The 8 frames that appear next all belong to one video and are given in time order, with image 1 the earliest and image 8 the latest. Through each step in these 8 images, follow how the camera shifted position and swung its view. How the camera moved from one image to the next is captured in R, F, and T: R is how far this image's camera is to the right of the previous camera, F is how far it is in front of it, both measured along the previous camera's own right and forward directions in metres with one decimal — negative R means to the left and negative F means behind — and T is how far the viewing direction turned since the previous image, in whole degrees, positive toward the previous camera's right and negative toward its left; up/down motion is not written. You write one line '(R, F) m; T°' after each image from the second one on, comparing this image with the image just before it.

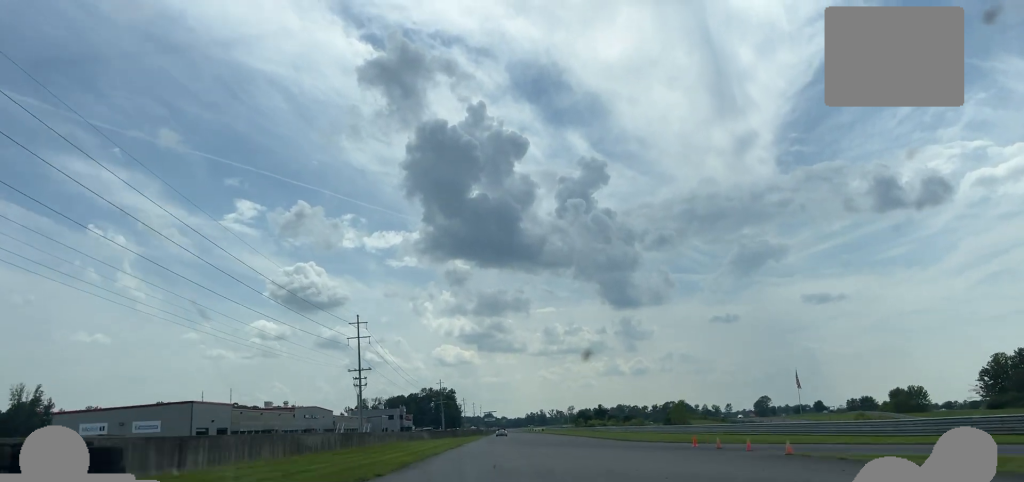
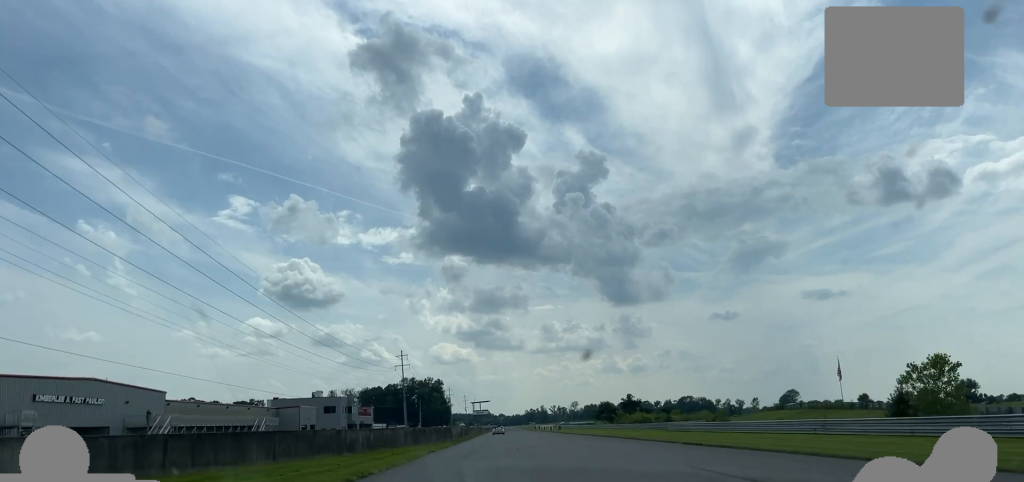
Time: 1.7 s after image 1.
(-0.1, +85.8) m; 0°
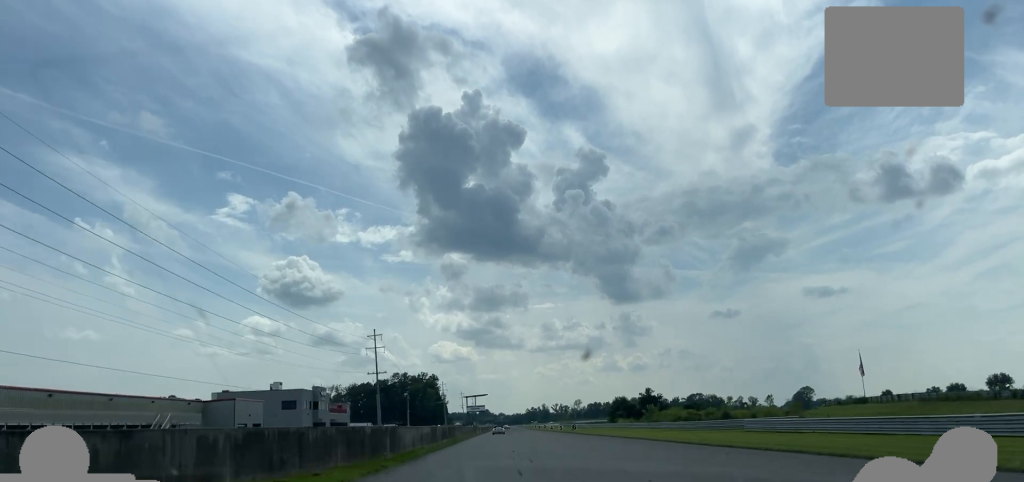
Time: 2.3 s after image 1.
(0.0, +32.1) m; 0°
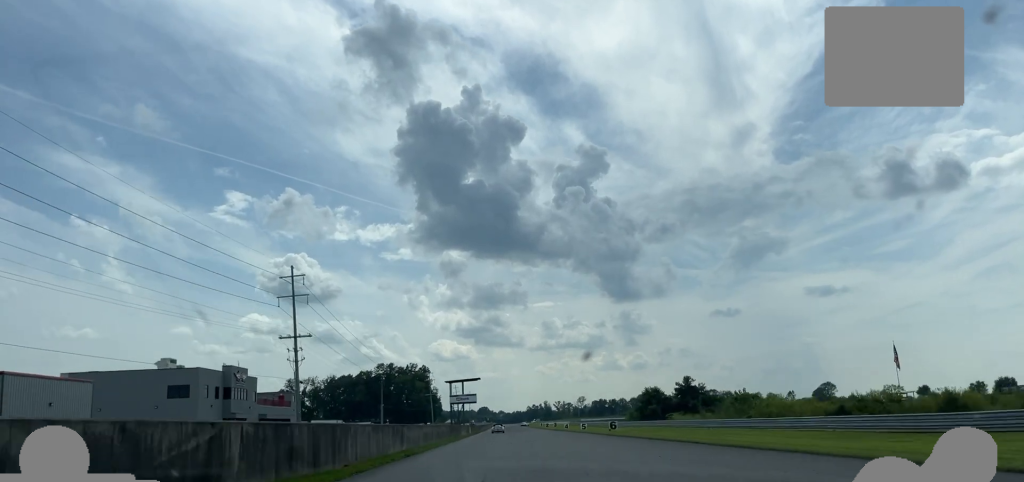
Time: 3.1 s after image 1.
(-0.3, +46.7) m; 0°
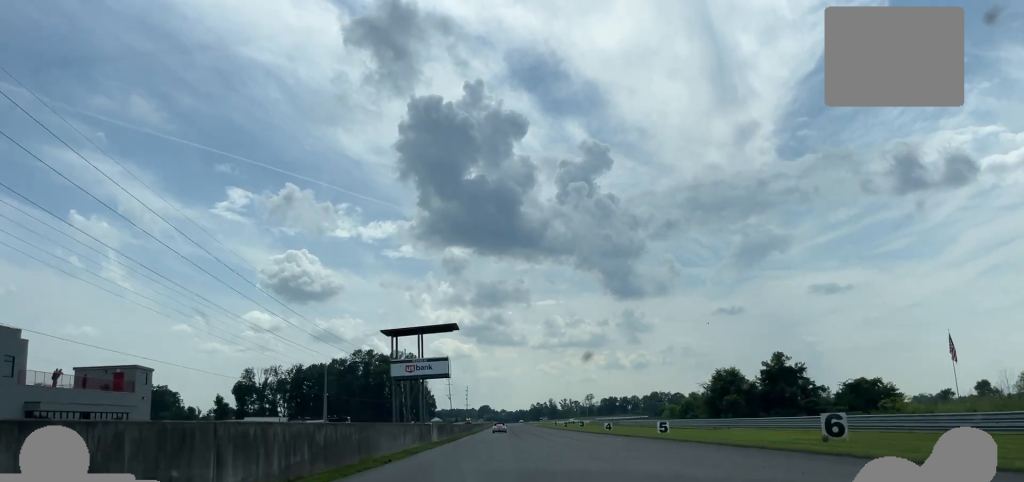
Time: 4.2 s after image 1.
(+0.4, +54.9) m; 0°
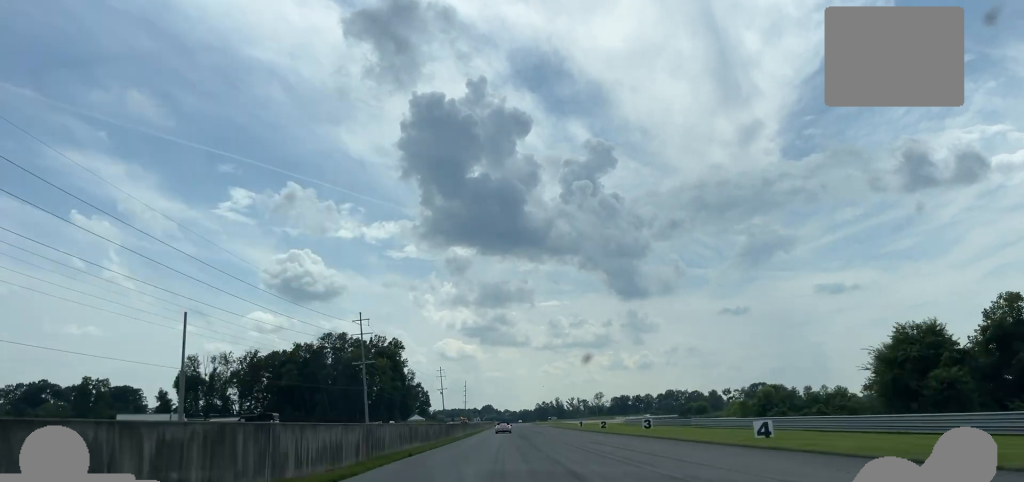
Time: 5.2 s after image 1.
(-0.3, +50.2) m; 0°
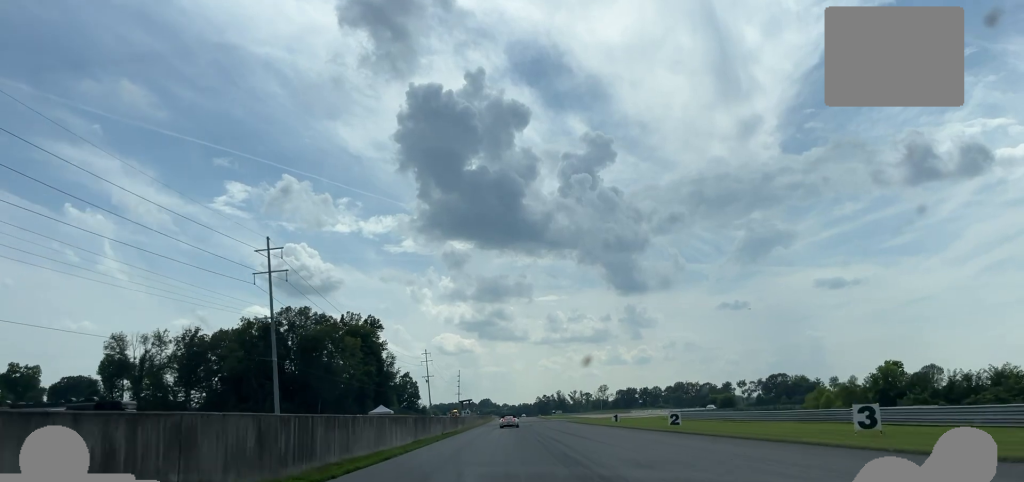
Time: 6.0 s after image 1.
(0.0, +37.6) m; 0°
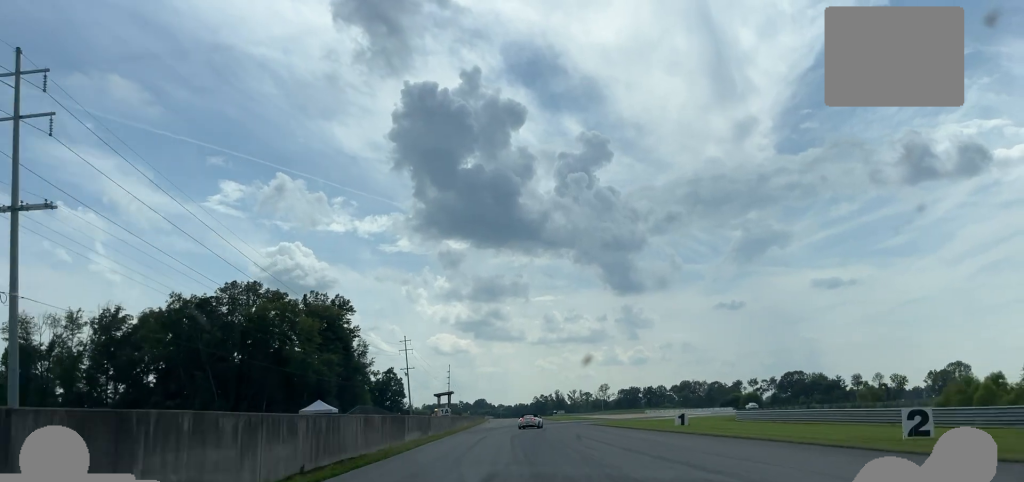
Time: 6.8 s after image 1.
(+0.1, +32.1) m; 0°
